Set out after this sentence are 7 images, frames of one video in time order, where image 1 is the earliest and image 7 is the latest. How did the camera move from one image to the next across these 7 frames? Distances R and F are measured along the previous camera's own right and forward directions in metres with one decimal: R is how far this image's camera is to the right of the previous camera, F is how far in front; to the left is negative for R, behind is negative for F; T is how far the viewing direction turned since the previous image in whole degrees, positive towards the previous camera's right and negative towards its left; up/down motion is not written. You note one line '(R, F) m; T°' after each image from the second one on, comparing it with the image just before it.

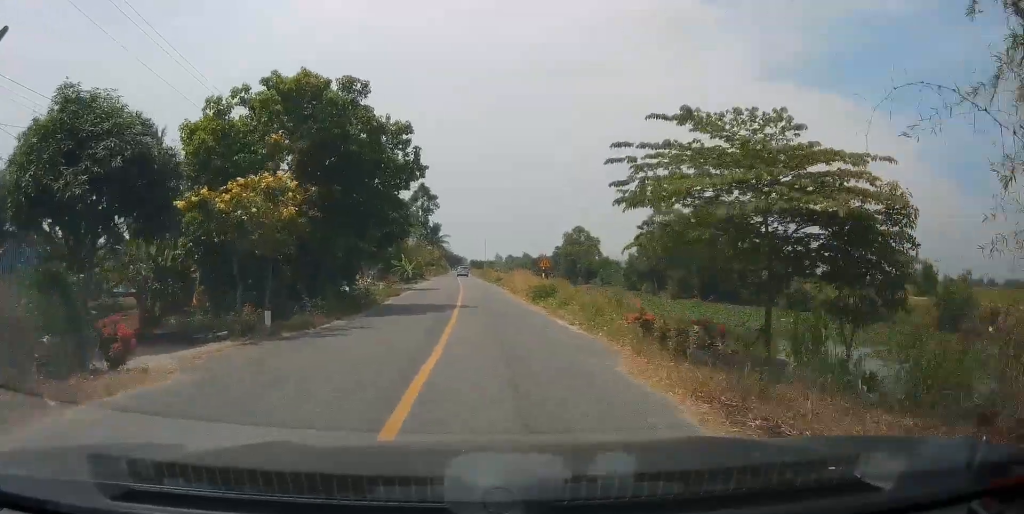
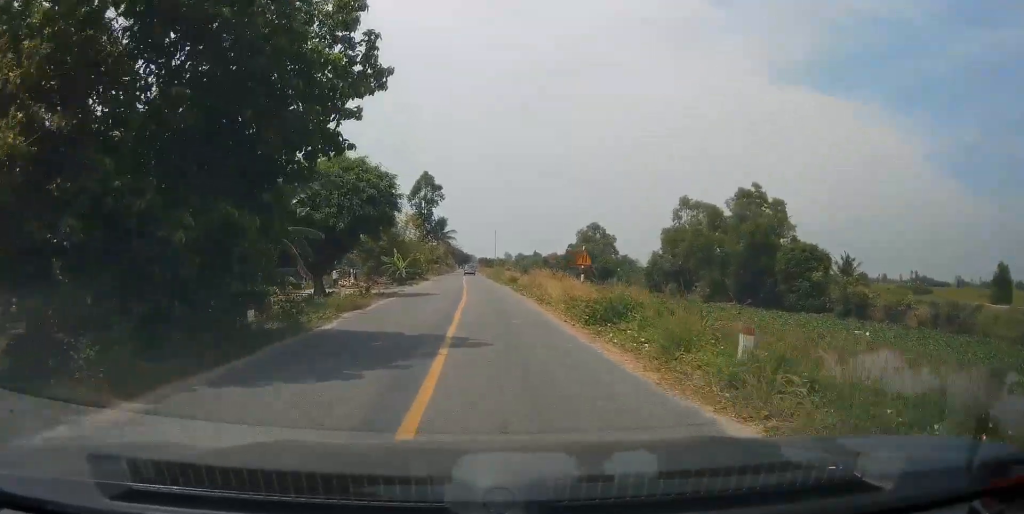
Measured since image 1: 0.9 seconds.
(-0.2, +12.0) m; -1°
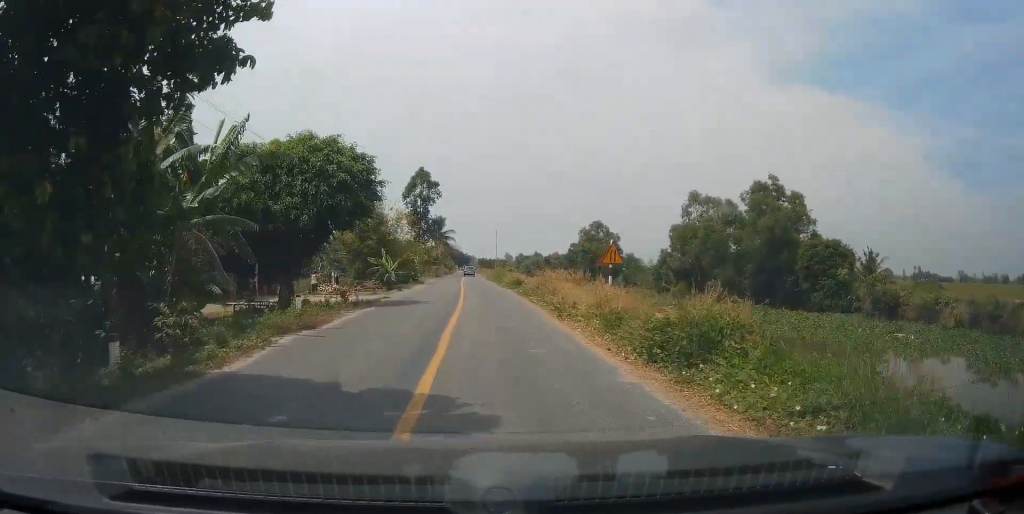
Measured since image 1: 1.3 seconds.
(+0.1, +6.0) m; -1°
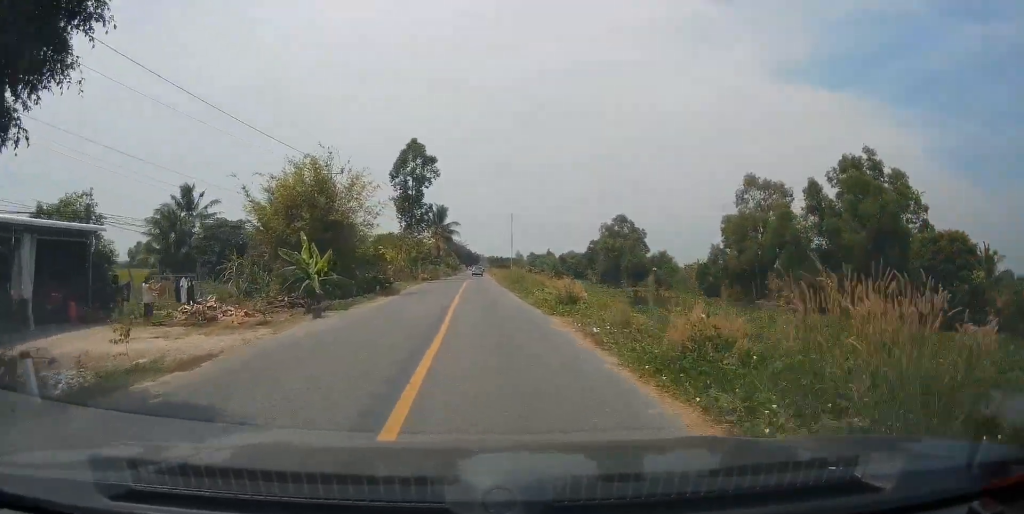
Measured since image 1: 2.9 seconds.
(-0.2, +21.7) m; 0°
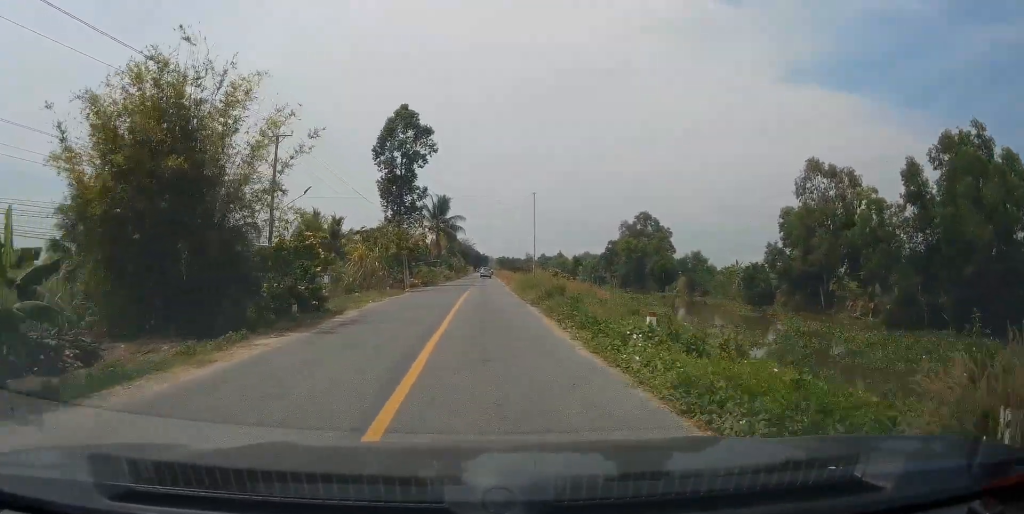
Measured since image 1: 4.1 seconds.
(0.0, +17.0) m; 0°
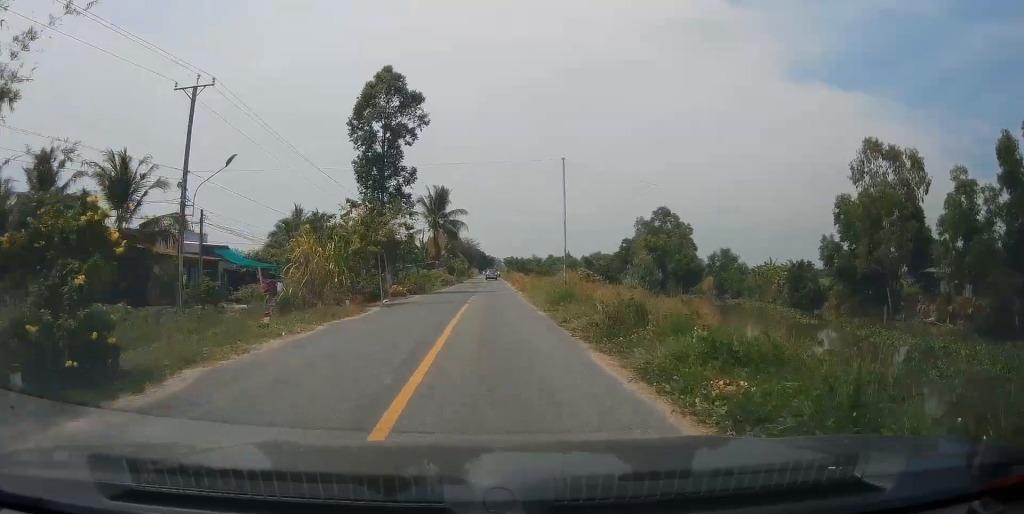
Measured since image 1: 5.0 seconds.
(+0.1, +12.6) m; 0°
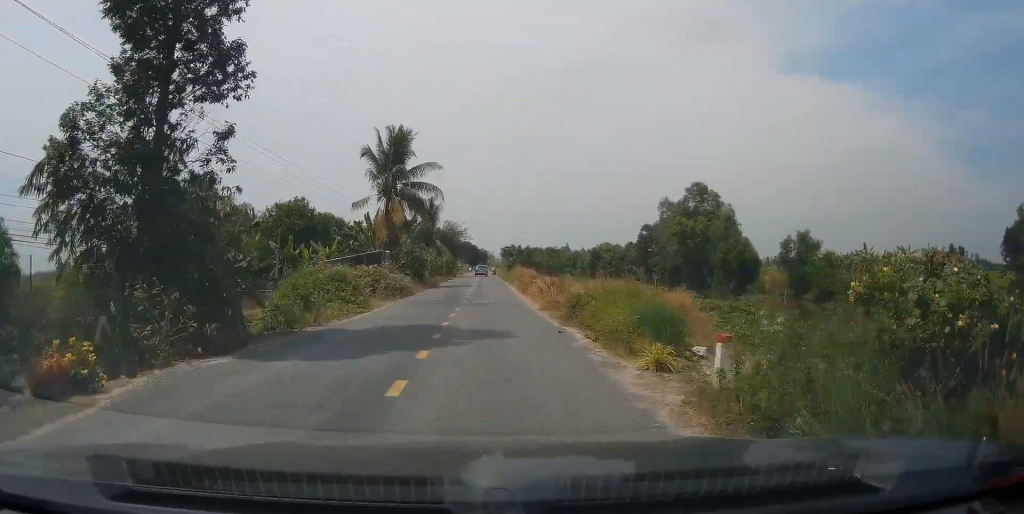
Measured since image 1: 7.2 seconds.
(-1.1, +31.4) m; -2°
